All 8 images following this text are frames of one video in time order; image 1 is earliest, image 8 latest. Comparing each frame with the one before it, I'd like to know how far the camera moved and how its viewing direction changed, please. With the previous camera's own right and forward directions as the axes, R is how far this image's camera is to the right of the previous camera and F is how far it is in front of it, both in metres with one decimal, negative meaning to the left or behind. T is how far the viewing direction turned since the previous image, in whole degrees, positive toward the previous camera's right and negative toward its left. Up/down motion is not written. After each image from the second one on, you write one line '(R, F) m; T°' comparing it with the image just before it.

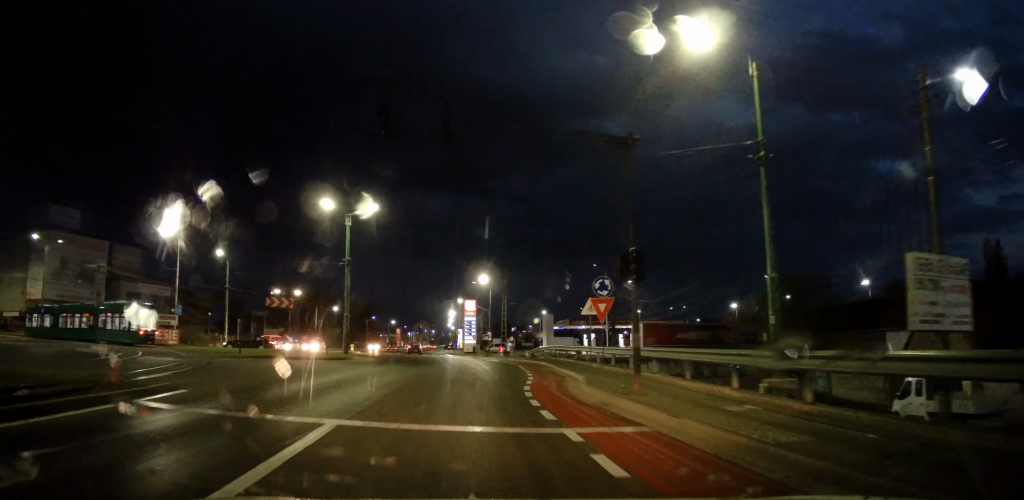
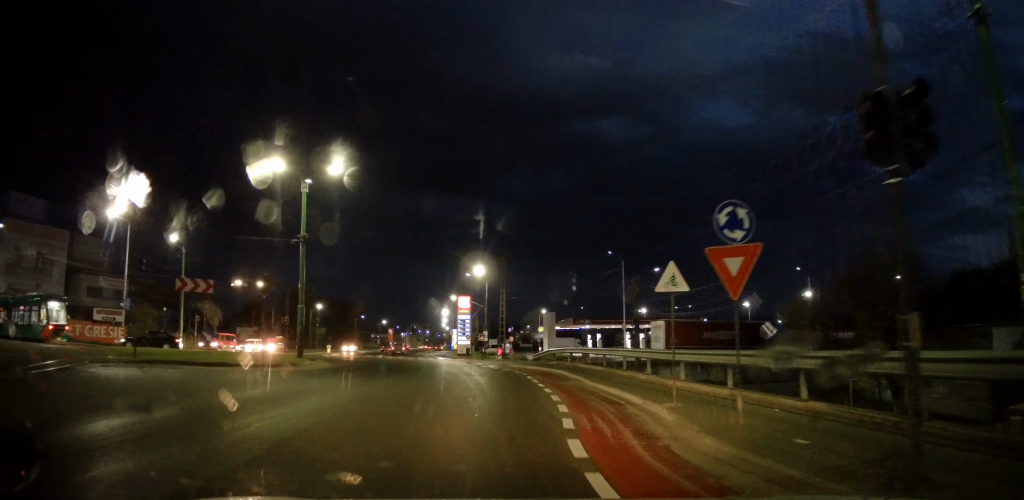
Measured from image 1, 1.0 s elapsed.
(0.0, +9.4) m; 0°
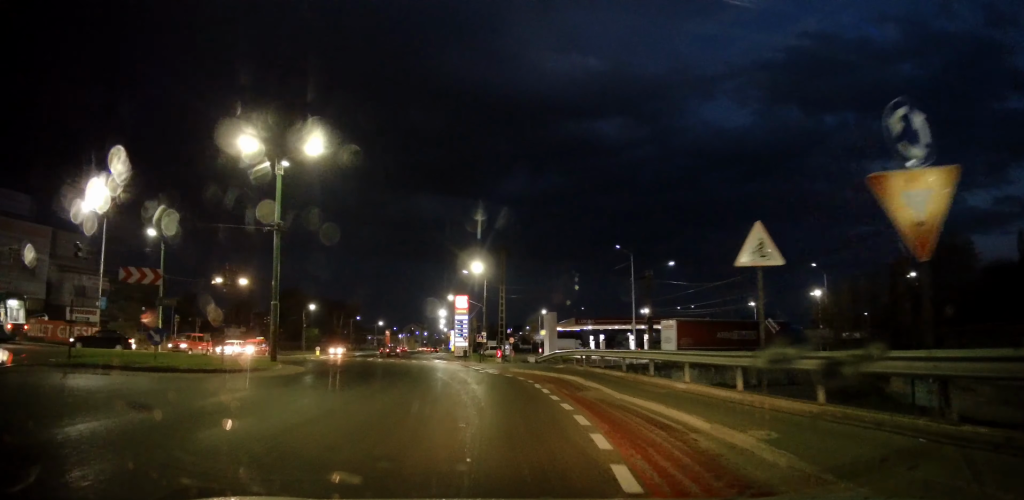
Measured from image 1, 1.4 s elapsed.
(0.0, +4.0) m; 0°
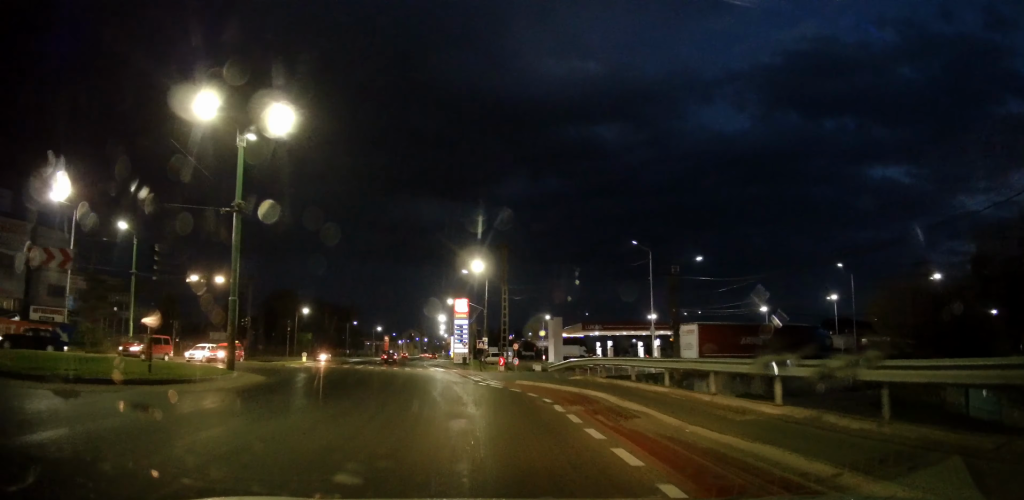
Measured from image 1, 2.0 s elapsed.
(0.0, +5.2) m; 0°
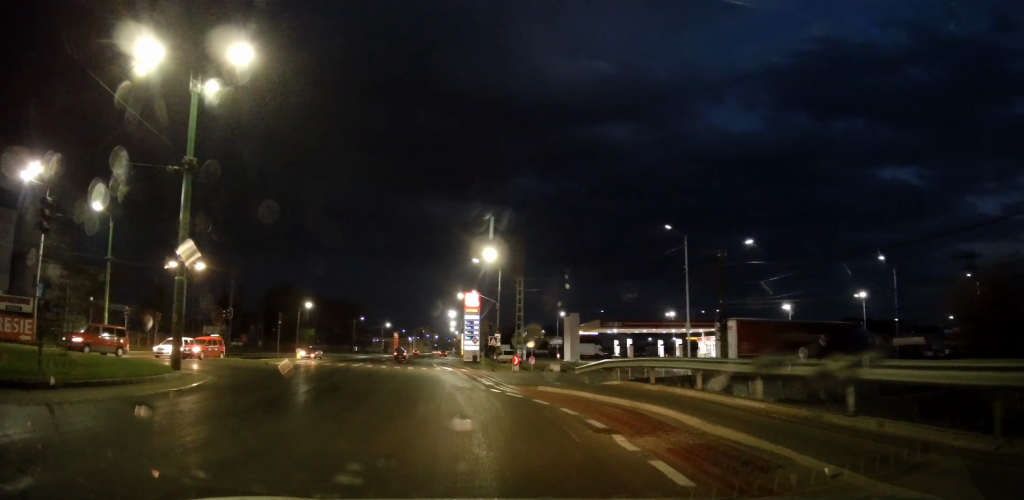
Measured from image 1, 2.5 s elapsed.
(0.0, +5.2) m; -2°
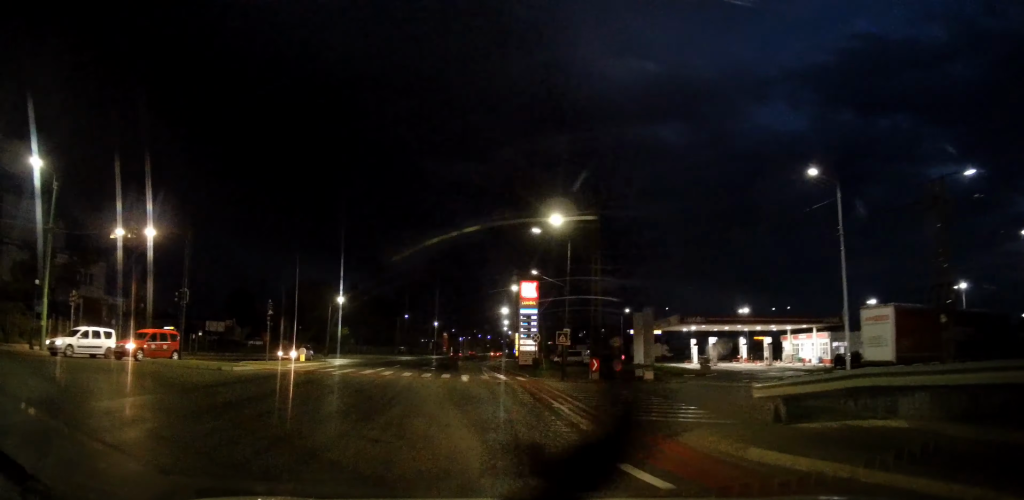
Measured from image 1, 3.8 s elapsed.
(-0.4, +11.6) m; -4°
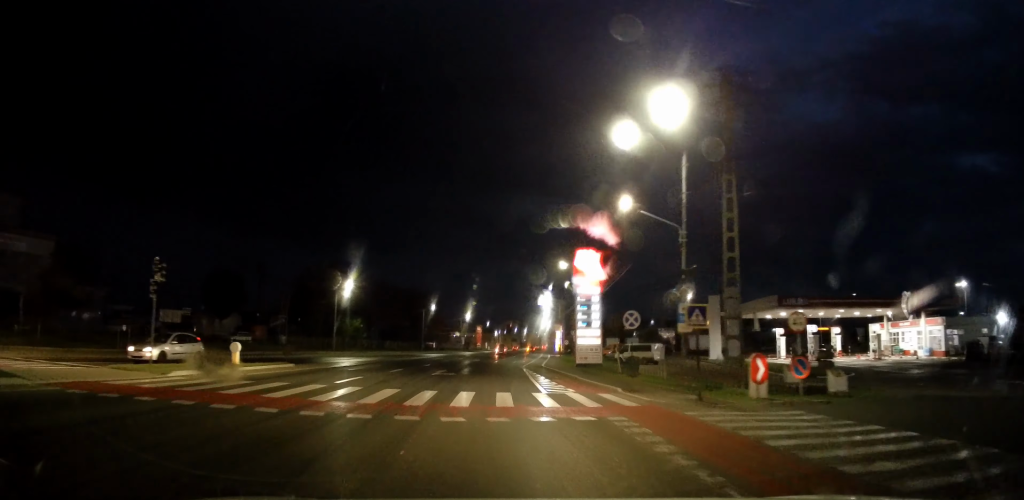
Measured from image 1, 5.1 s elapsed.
(-0.5, +14.6) m; -3°
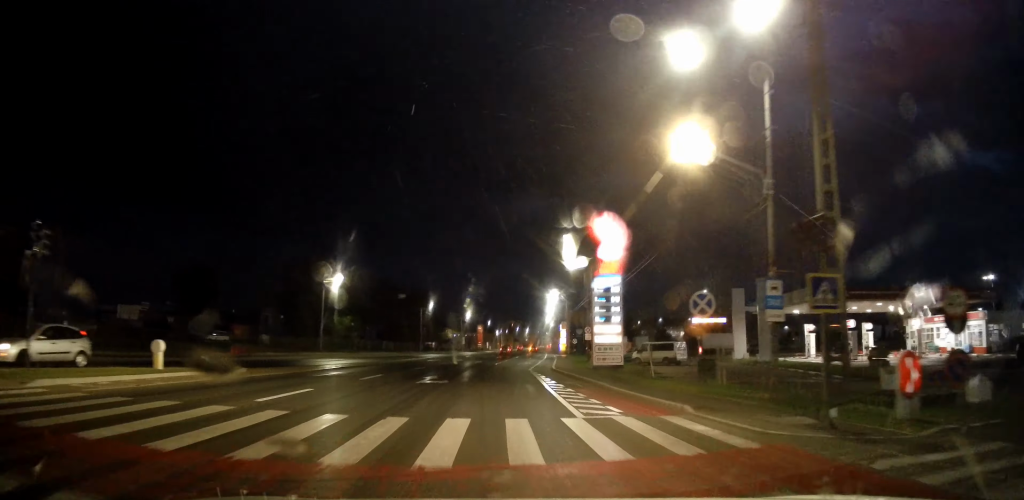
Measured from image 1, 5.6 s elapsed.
(-0.1, +5.9) m; 0°
